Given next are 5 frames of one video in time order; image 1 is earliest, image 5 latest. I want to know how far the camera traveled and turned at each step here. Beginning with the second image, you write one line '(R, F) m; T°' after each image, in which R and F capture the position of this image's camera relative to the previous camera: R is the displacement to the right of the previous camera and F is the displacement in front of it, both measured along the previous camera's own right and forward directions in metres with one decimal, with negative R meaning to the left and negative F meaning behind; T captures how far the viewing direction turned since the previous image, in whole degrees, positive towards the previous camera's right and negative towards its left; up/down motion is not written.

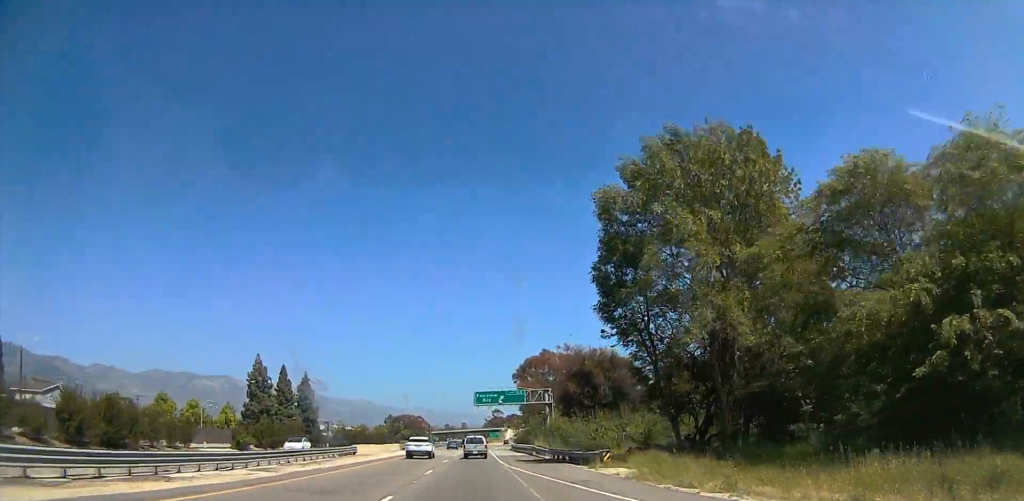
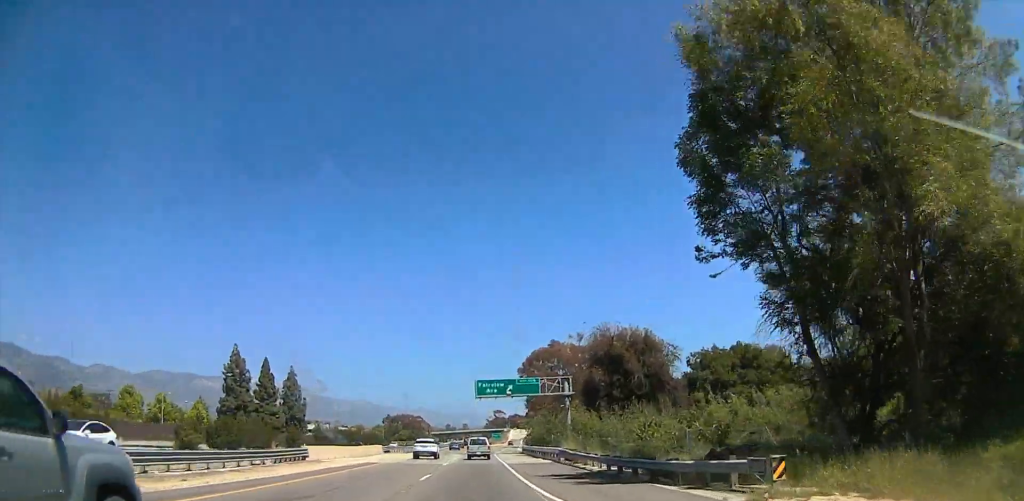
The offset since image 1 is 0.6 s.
(0.0, +15.8) m; 0°
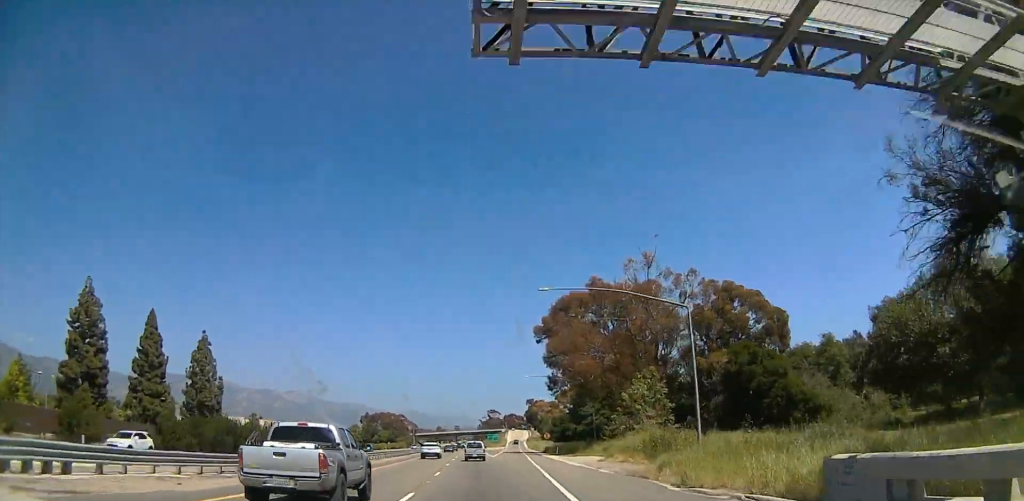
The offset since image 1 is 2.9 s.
(0.0, +55.8) m; 0°
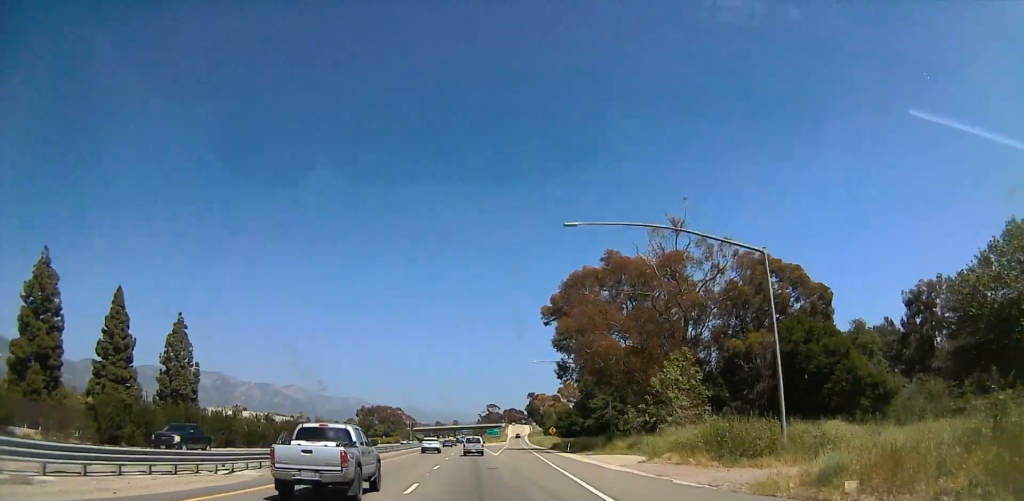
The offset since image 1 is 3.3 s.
(0.0, +11.5) m; 0°
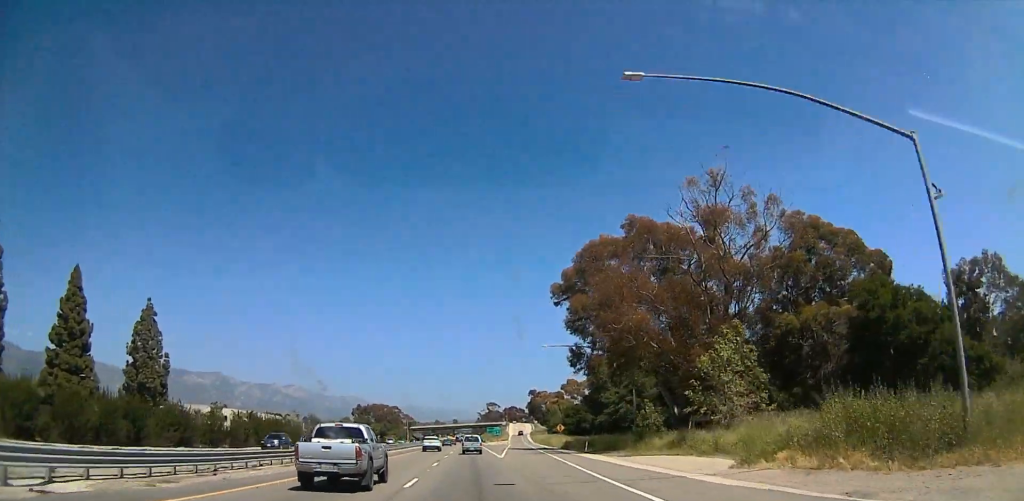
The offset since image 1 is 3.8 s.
(0.0, +12.4) m; 0°
